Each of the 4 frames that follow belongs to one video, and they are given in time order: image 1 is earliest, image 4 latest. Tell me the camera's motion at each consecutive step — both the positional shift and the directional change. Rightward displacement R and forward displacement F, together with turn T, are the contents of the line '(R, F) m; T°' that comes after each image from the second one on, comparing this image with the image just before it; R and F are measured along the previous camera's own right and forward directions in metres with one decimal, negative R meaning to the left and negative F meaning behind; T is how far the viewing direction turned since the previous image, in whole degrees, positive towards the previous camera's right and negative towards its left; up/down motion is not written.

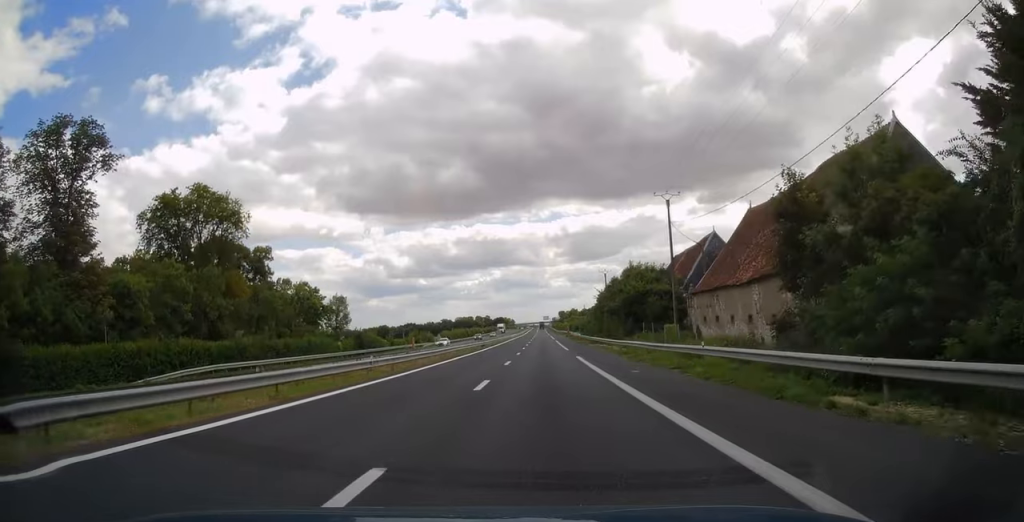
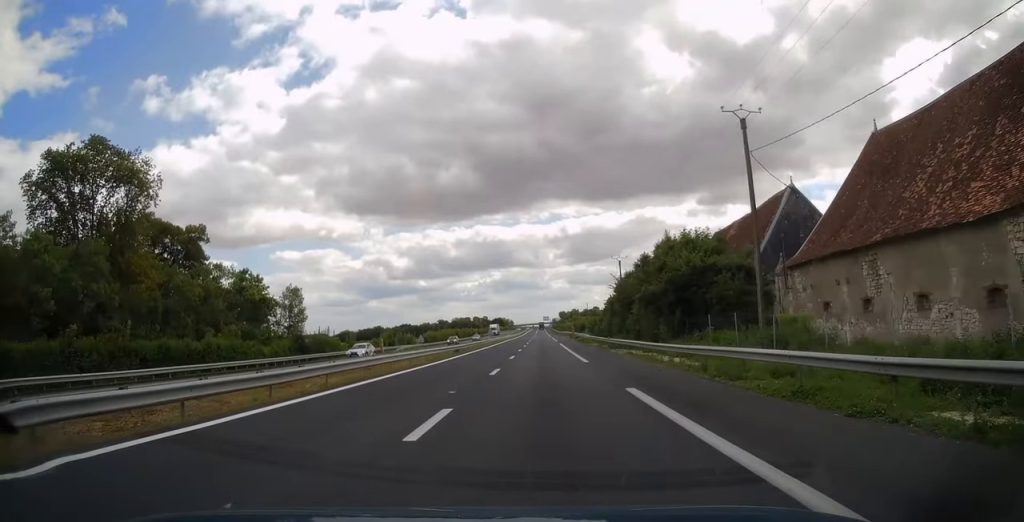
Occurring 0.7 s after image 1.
(-0.1, +20.2) m; 0°
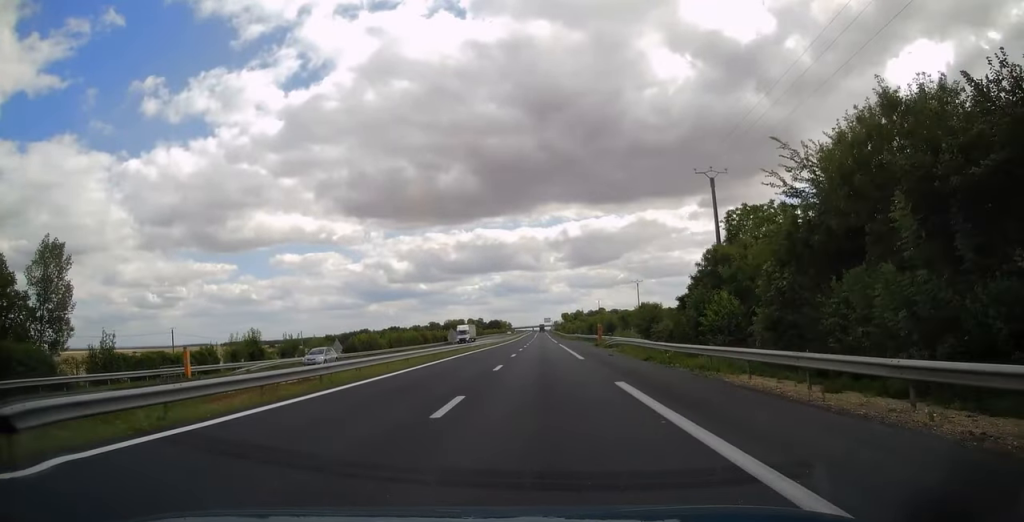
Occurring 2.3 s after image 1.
(+0.1, +48.3) m; 0°
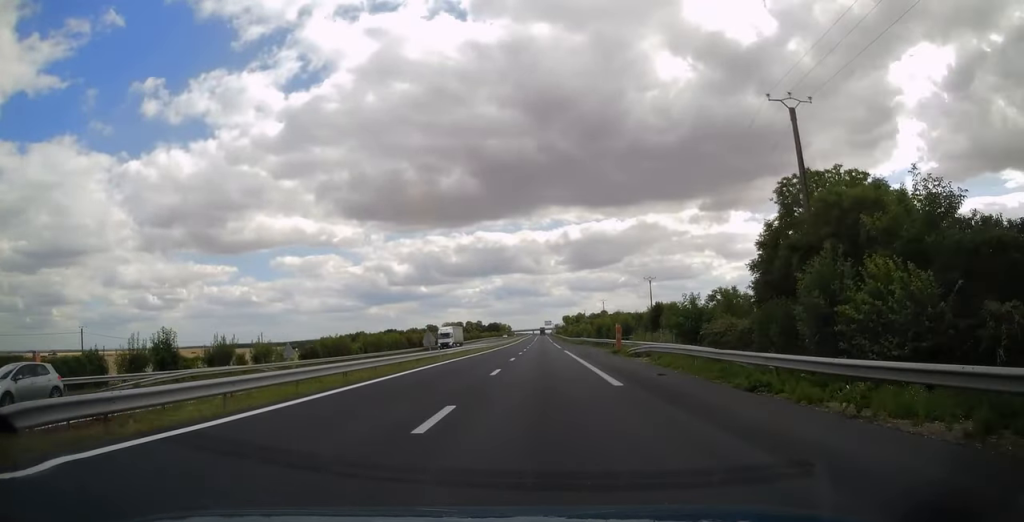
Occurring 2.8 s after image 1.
(0.0, +13.8) m; 0°
